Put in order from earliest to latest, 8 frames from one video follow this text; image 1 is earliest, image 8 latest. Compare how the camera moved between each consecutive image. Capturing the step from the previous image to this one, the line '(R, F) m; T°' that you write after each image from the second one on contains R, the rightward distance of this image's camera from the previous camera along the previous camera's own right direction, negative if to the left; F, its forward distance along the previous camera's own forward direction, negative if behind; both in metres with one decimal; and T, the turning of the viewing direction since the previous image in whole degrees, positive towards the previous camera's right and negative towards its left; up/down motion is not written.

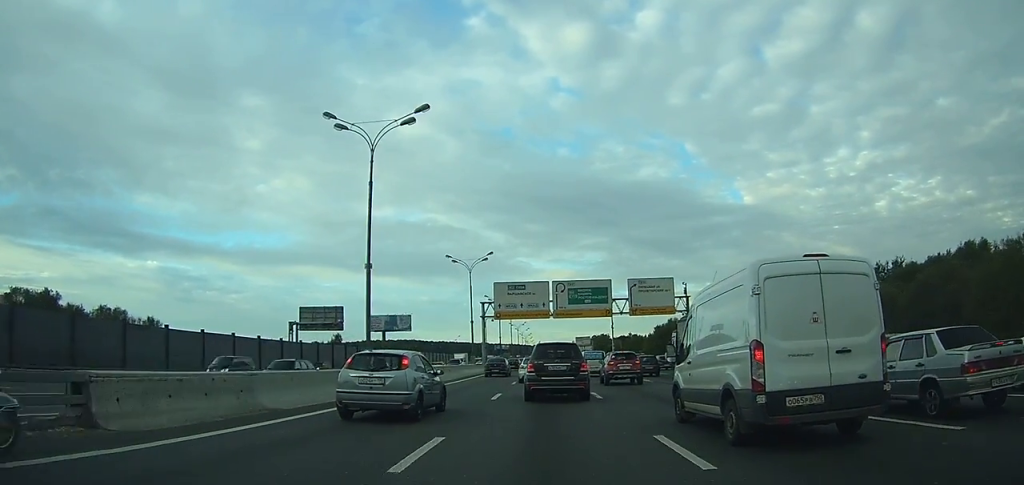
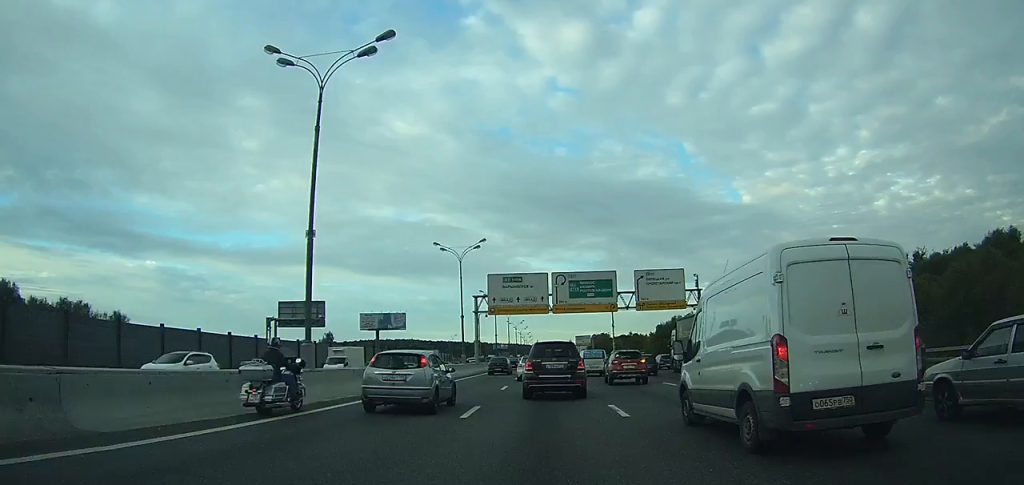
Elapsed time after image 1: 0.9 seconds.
(0.0, +6.7) m; 0°
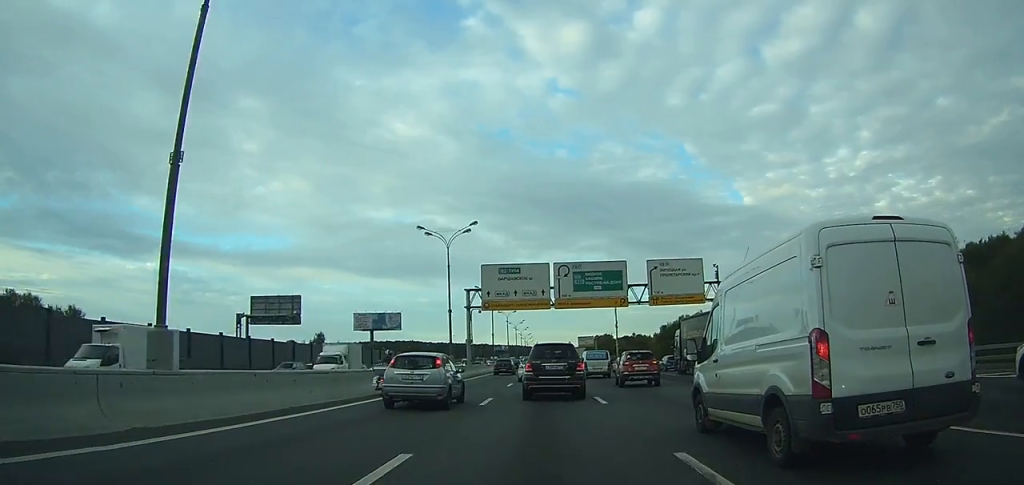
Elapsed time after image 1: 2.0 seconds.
(0.0, +7.8) m; 0°
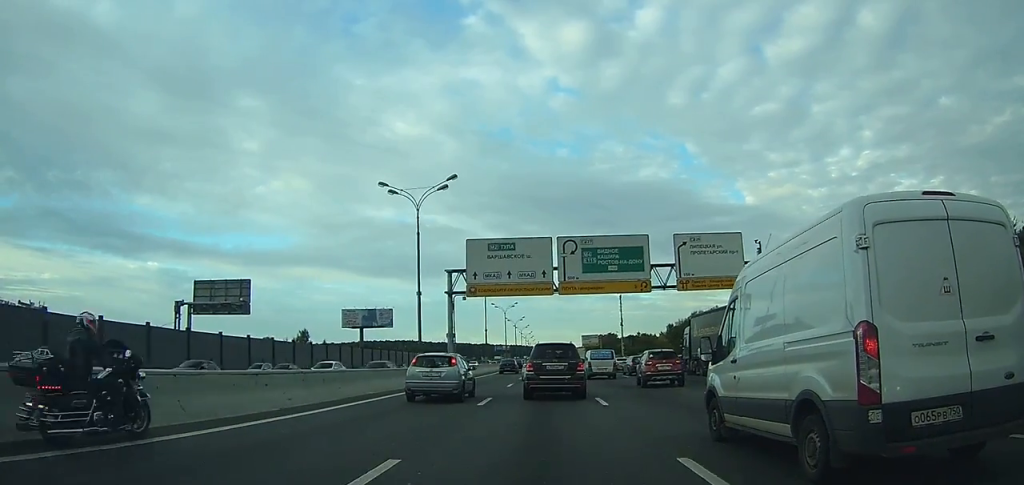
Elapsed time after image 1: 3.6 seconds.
(-0.1, +12.0) m; -1°
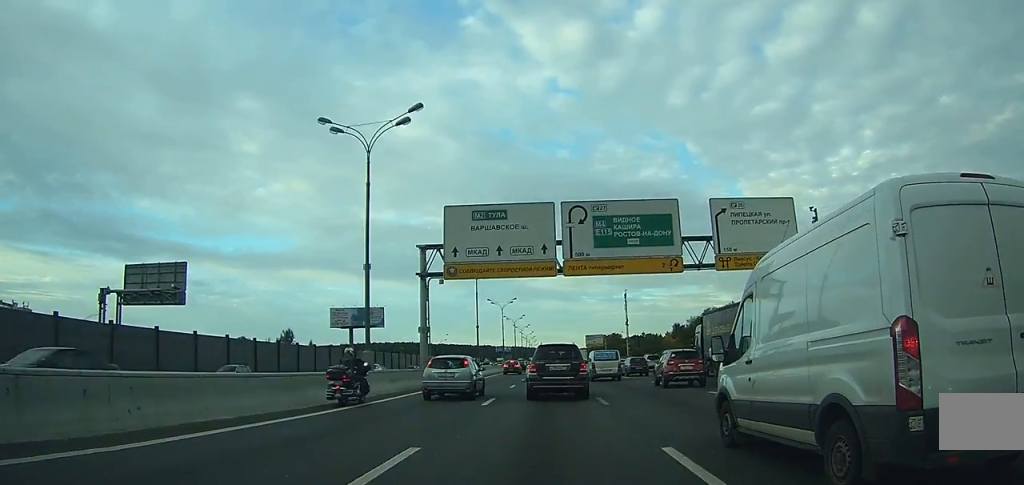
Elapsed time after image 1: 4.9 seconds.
(-0.1, +10.3) m; -1°
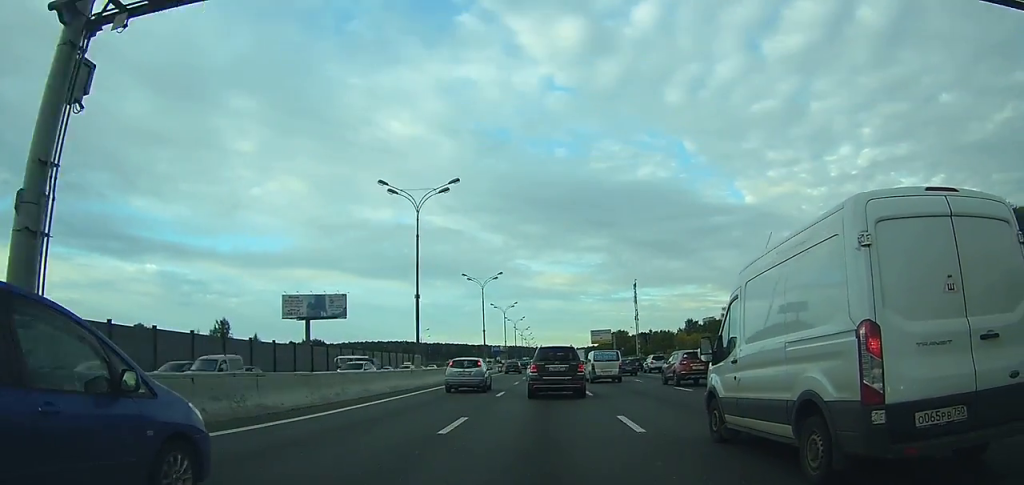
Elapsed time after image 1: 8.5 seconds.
(-0.2, +29.2) m; 0°
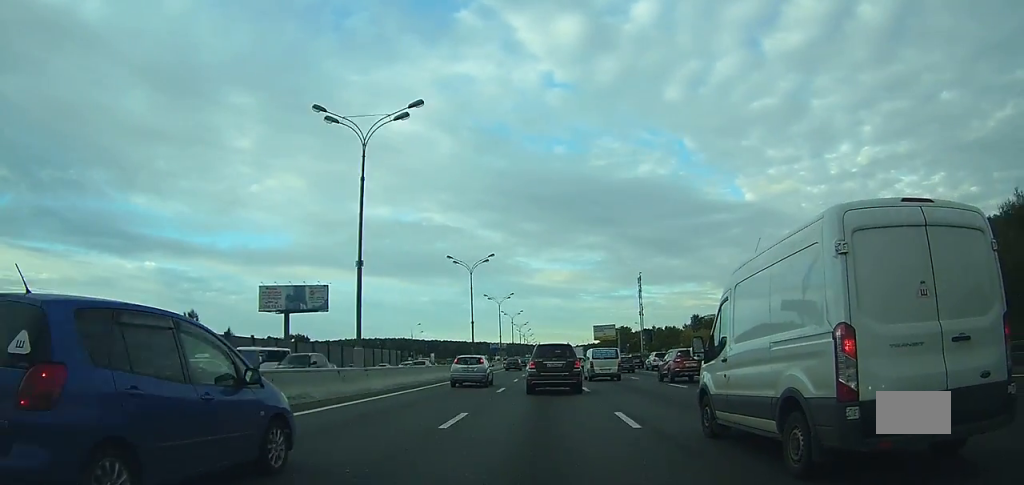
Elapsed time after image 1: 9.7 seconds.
(0.0, +11.6) m; +1°
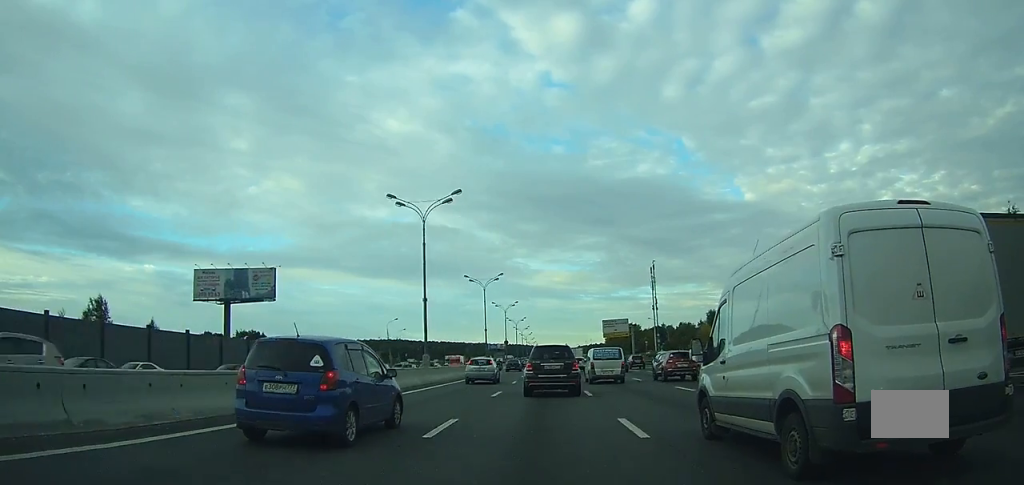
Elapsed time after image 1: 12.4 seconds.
(+0.3, +25.0) m; 0°
